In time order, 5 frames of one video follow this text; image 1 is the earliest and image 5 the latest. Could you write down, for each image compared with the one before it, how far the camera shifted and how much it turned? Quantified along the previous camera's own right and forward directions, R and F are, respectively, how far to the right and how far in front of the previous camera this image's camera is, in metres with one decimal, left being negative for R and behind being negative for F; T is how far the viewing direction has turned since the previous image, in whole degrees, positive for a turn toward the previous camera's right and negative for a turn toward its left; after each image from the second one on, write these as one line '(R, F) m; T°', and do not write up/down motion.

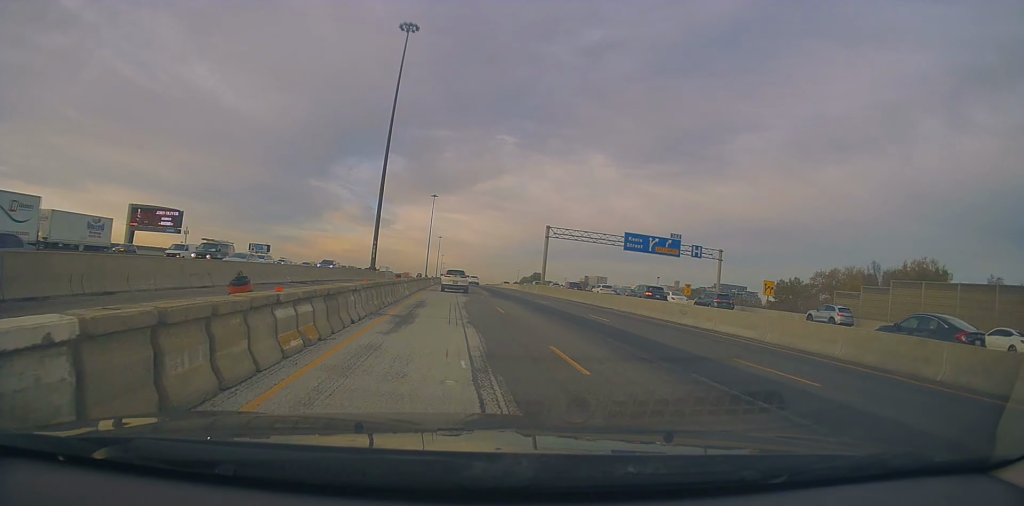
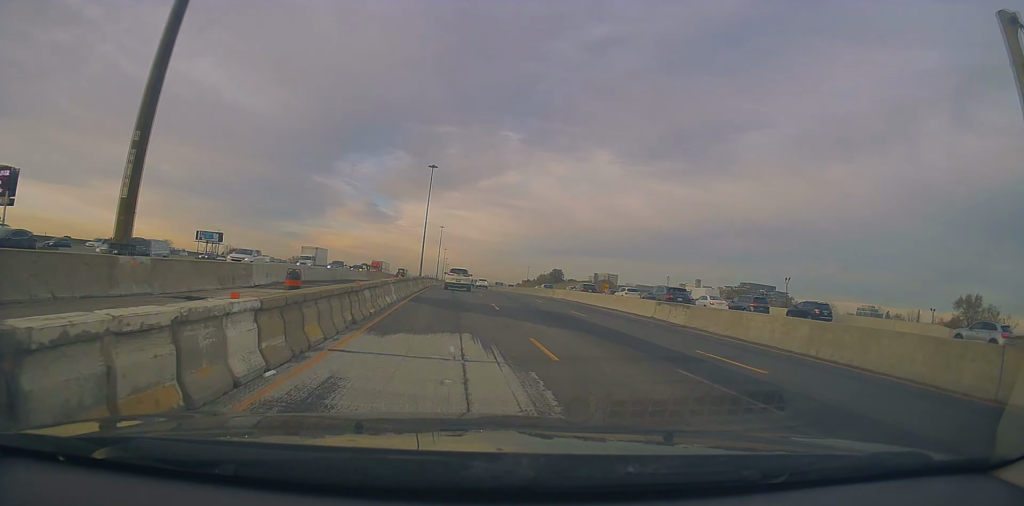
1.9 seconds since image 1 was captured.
(+0.2, +57.4) m; 0°
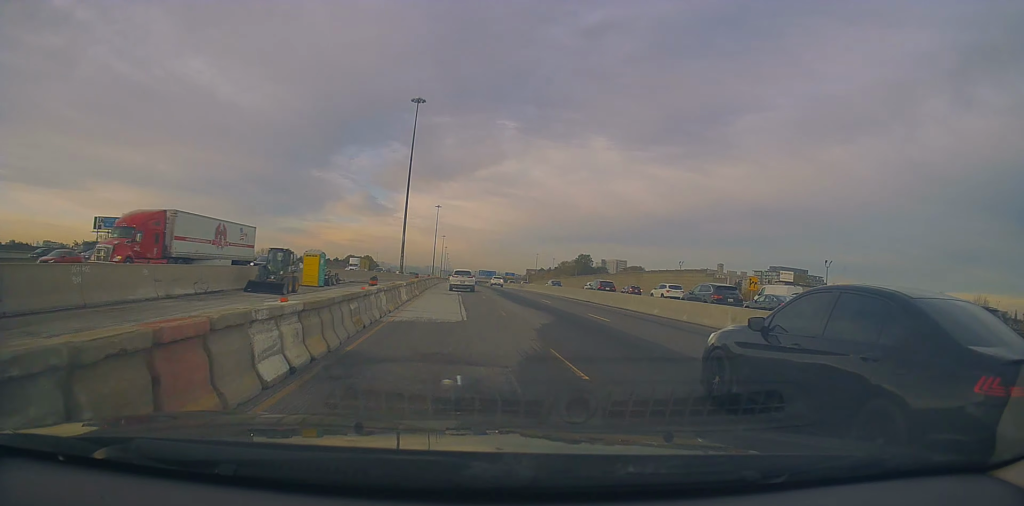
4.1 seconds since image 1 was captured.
(0.0, +62.7) m; 0°
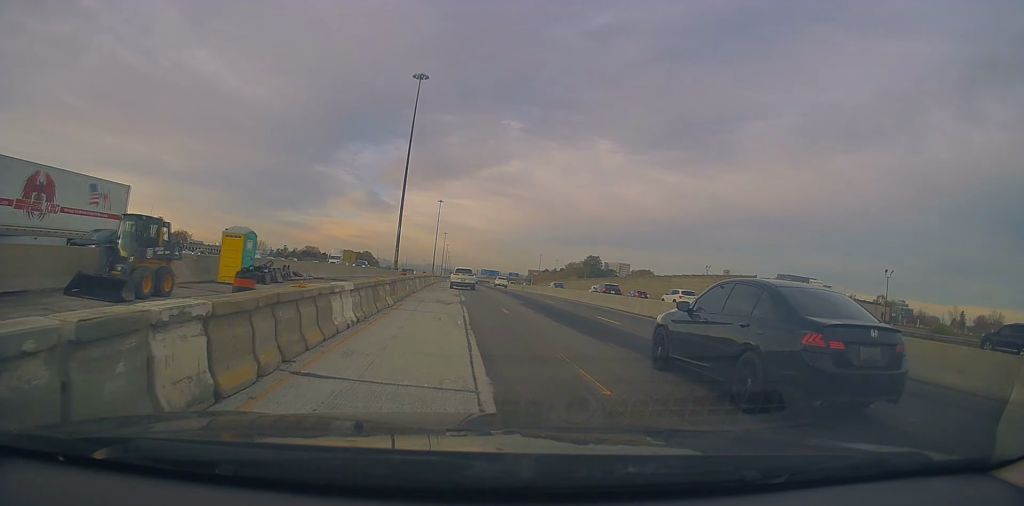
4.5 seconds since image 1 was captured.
(-0.1, +12.9) m; 0°
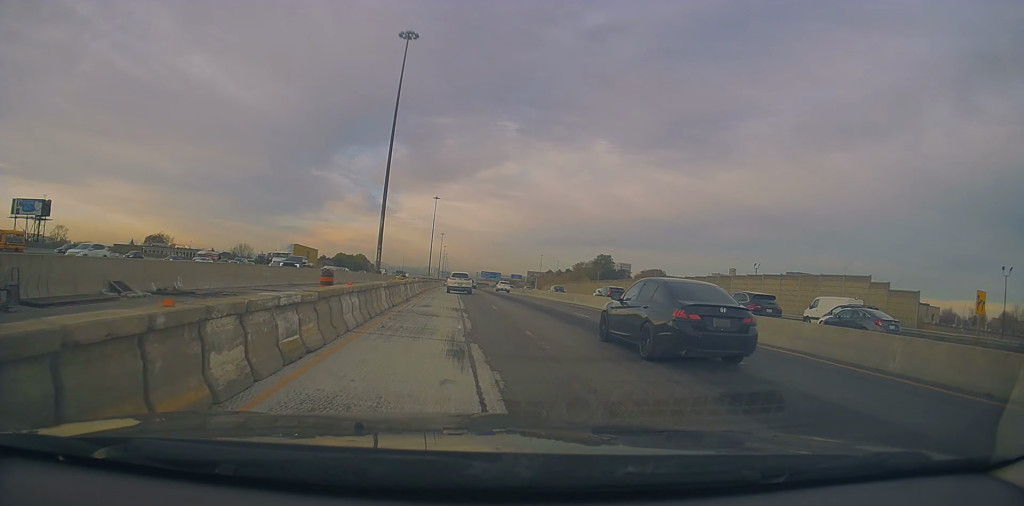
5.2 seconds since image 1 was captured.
(-0.1, +20.0) m; 0°
